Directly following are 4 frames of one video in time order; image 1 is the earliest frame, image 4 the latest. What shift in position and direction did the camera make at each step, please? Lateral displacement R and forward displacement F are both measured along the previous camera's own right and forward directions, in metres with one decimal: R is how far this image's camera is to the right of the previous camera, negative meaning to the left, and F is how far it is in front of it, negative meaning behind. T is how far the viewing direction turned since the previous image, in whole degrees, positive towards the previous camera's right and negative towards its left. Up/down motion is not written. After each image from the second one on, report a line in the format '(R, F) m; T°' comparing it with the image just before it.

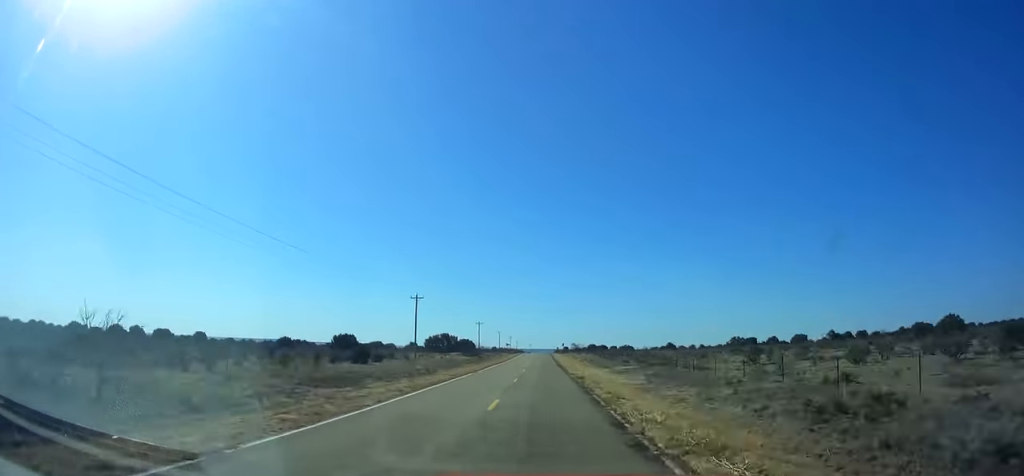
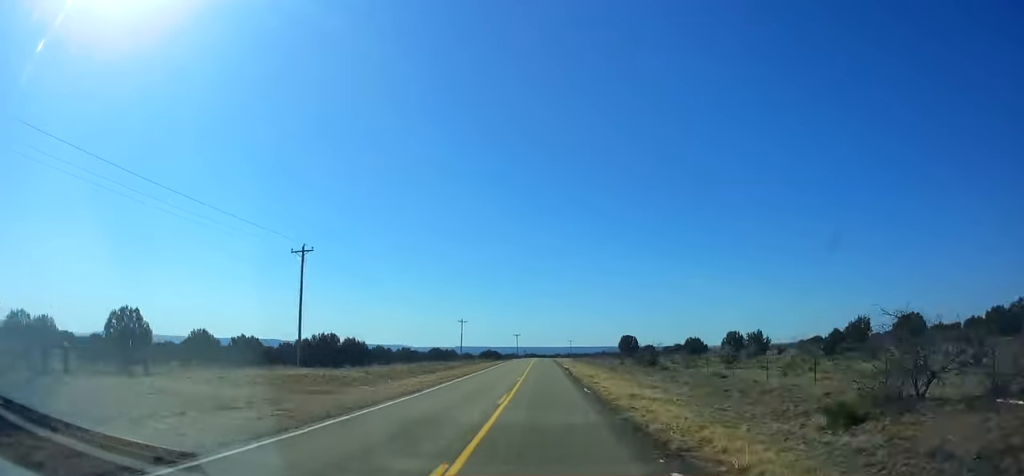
(-1.0, +316.9) m; -1°
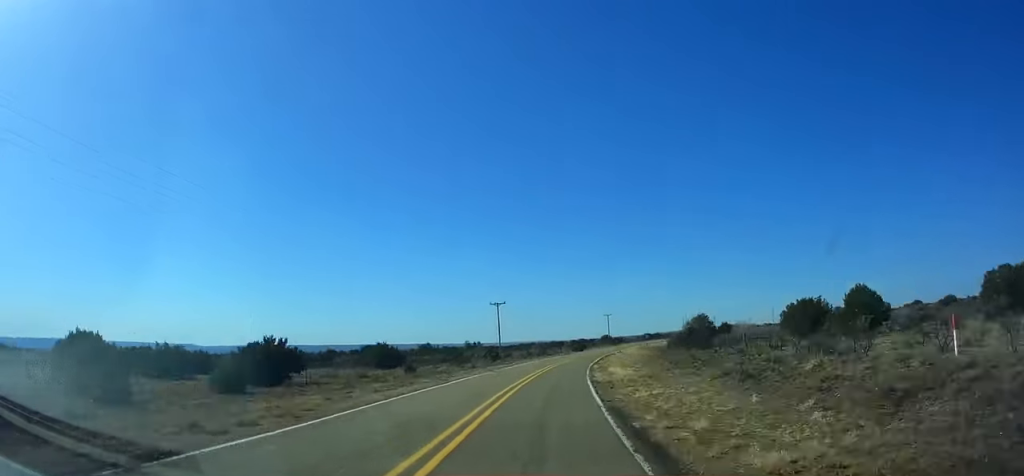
(+32.1, +293.5) m; +21°
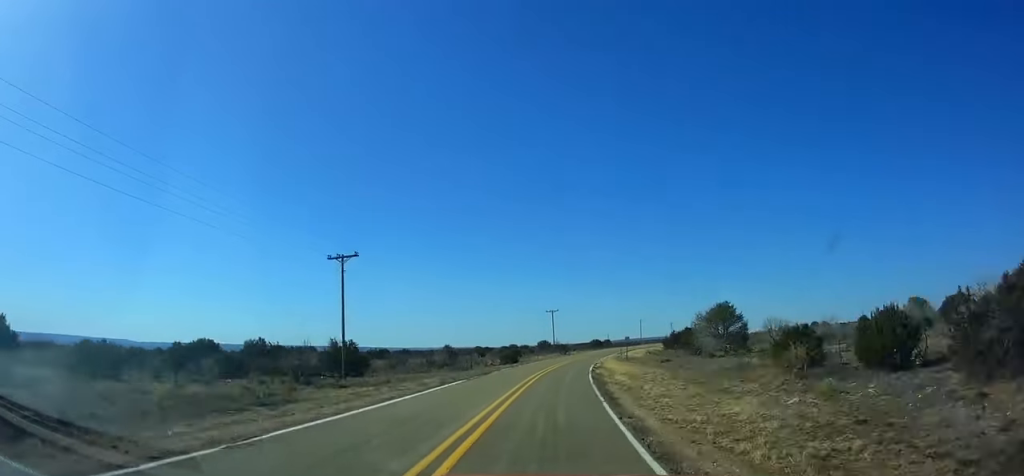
(+2.9, +53.3) m; +7°
